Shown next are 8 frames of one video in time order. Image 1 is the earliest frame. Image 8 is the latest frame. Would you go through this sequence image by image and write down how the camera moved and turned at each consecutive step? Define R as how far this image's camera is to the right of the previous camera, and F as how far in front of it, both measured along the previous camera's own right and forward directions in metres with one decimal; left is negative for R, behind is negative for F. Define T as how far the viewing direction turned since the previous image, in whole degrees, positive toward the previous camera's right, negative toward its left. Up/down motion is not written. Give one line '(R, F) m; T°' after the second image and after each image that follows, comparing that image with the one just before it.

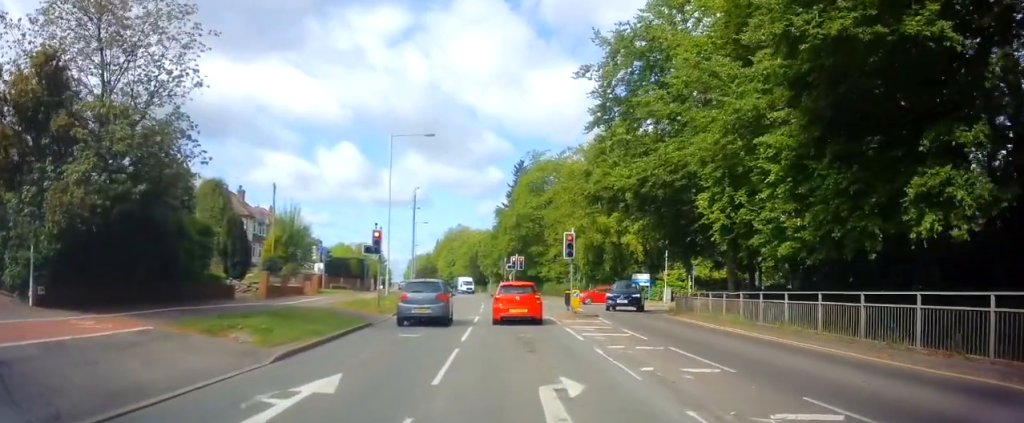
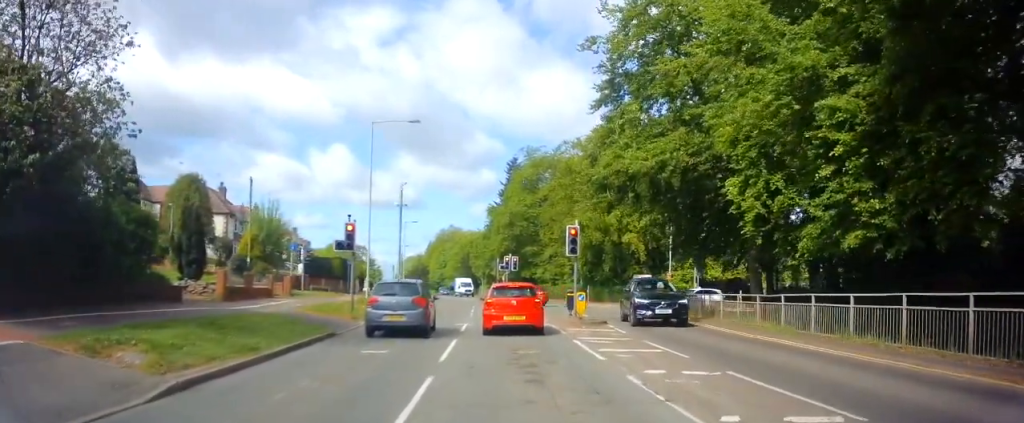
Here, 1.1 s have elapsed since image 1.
(-0.1, +3.7) m; +5°
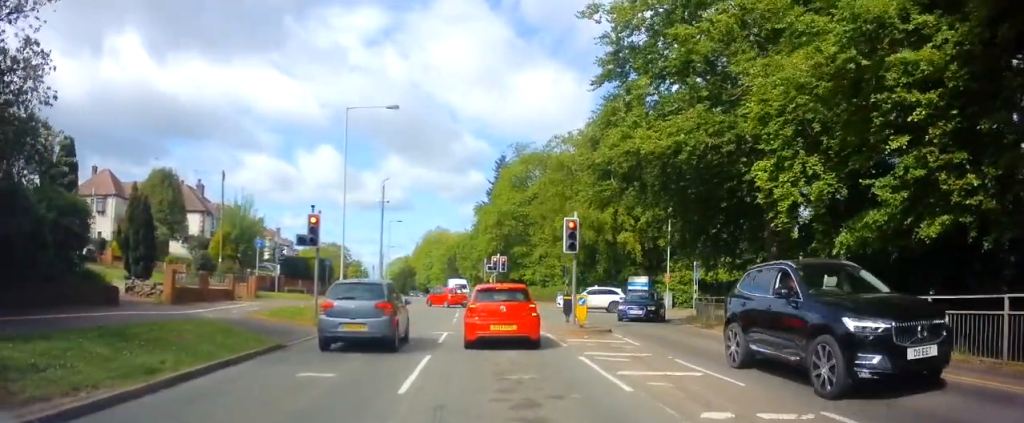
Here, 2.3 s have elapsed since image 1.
(+0.5, +3.1) m; +1°
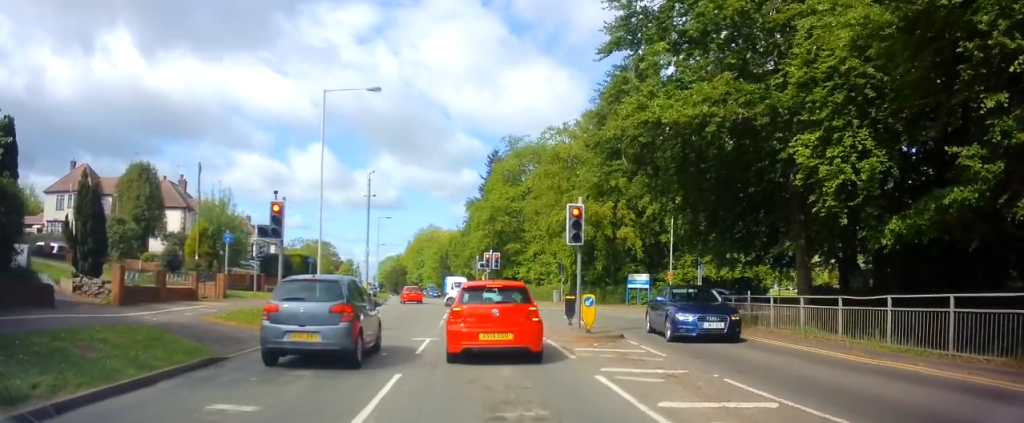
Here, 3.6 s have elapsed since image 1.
(-0.5, +2.6) m; -5°
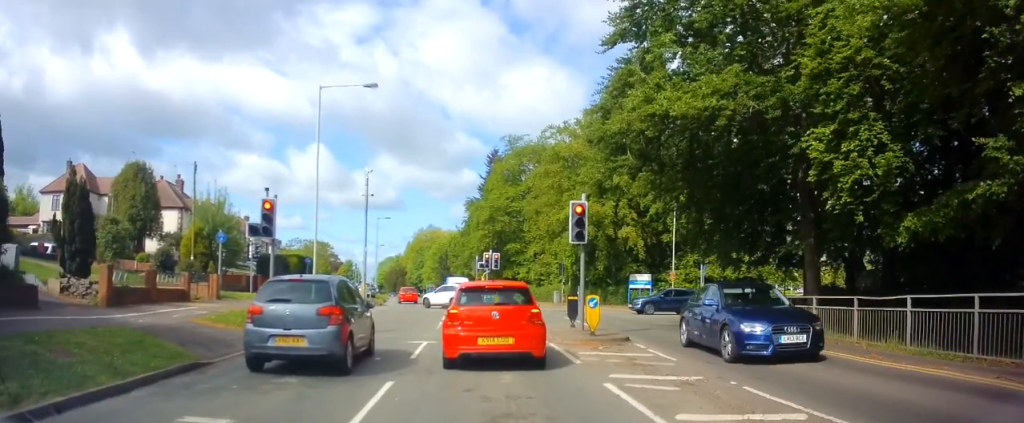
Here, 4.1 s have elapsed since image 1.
(+0.1, +0.7) m; 0°
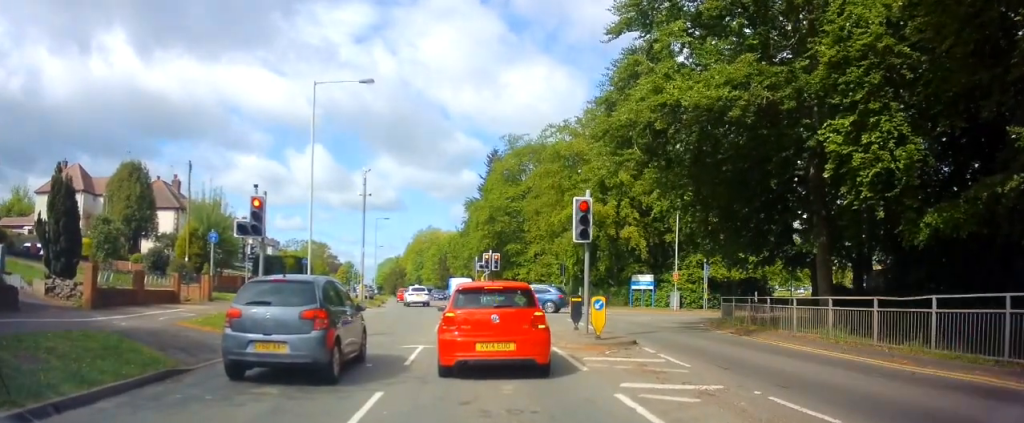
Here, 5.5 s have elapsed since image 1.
(-0.4, +0.5) m; 0°
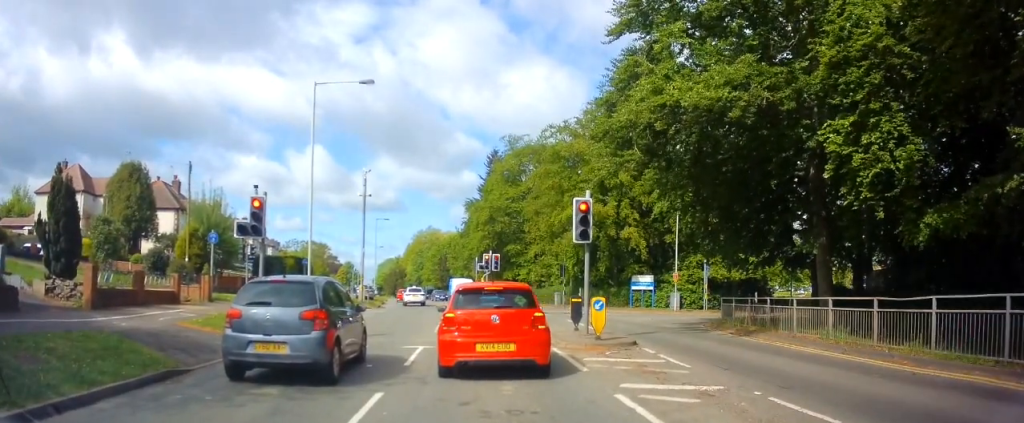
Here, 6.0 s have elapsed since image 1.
(0.0, 0.0) m; 0°
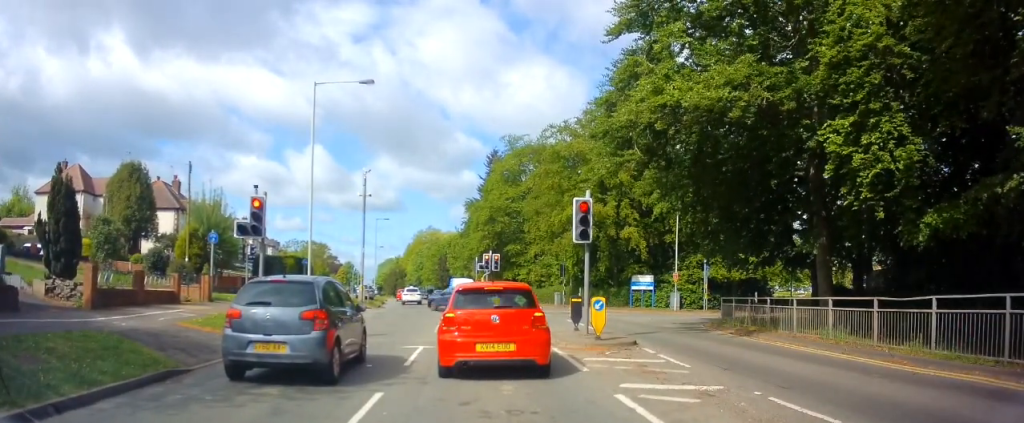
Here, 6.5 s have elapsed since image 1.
(0.0, 0.0) m; 0°
